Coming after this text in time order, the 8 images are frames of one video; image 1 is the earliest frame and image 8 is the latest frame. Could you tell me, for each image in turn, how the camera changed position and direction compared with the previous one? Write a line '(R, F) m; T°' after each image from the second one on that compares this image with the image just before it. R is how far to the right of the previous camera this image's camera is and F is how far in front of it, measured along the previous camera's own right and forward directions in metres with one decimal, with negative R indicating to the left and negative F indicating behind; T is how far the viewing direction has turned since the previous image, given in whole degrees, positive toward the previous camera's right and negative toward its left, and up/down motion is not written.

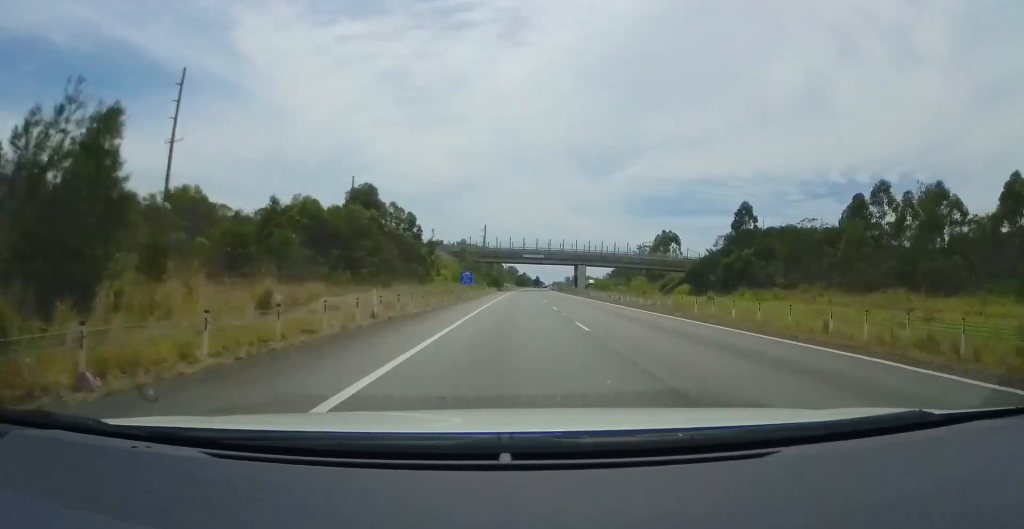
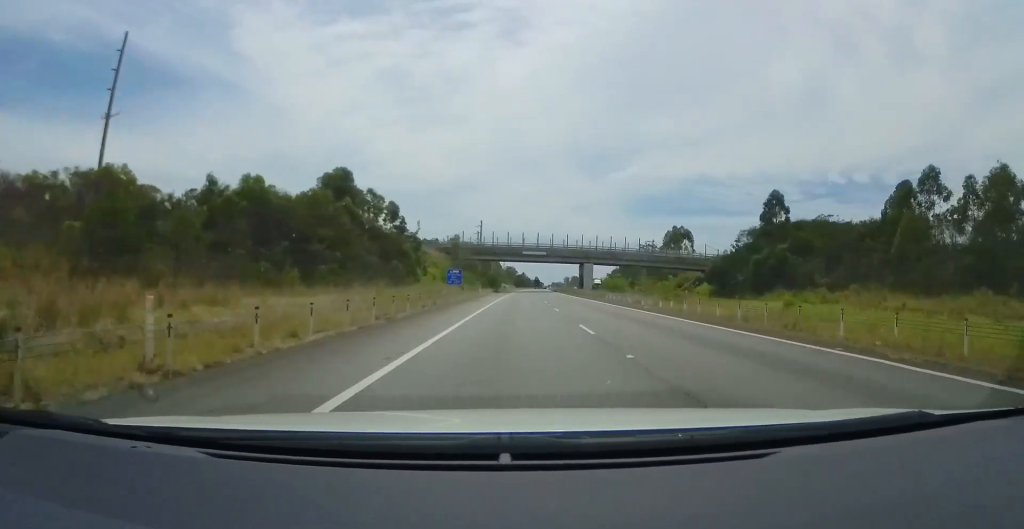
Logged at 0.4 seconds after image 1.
(+0.2, +13.0) m; 0°
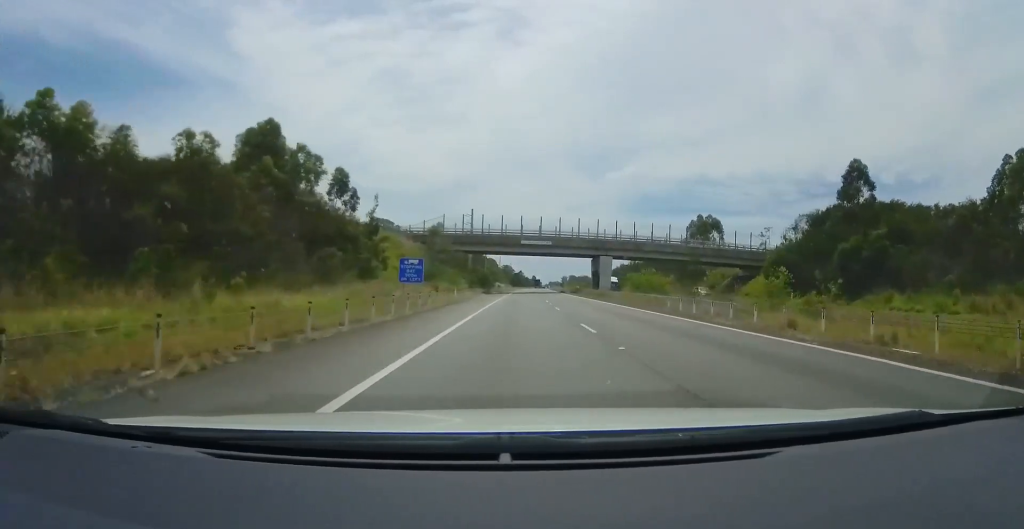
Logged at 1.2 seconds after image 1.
(-0.1, +23.6) m; +1°
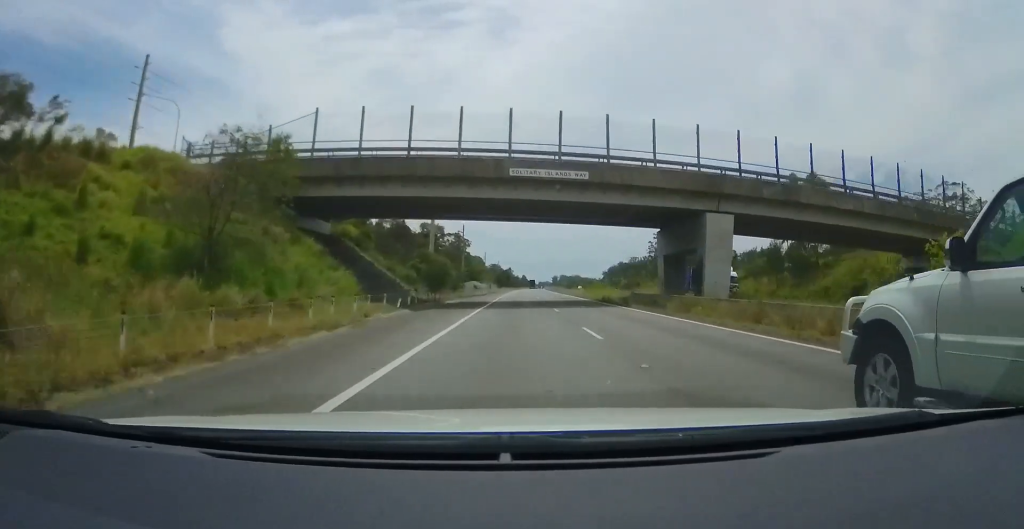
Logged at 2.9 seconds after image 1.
(+0.9, +49.7) m; +2°
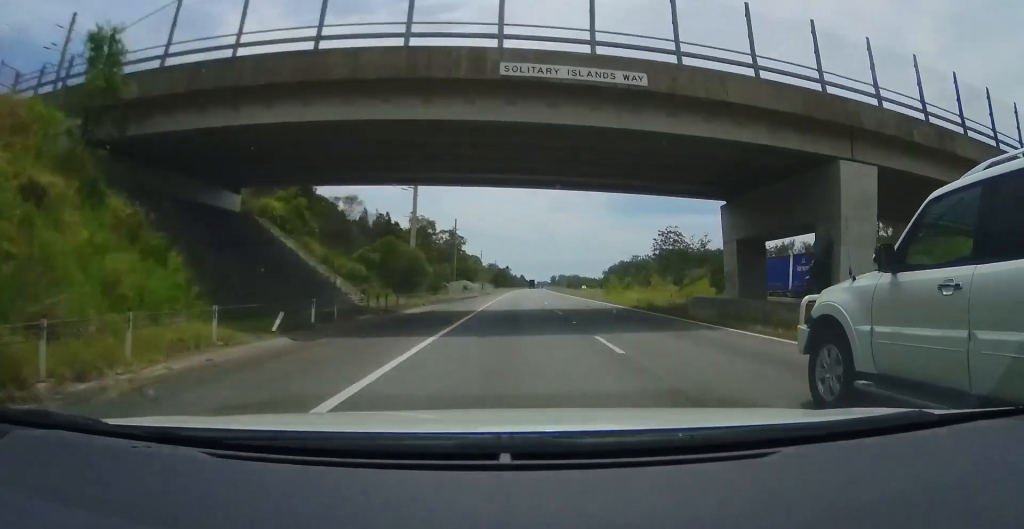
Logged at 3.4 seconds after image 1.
(+0.1, +14.2) m; 0°
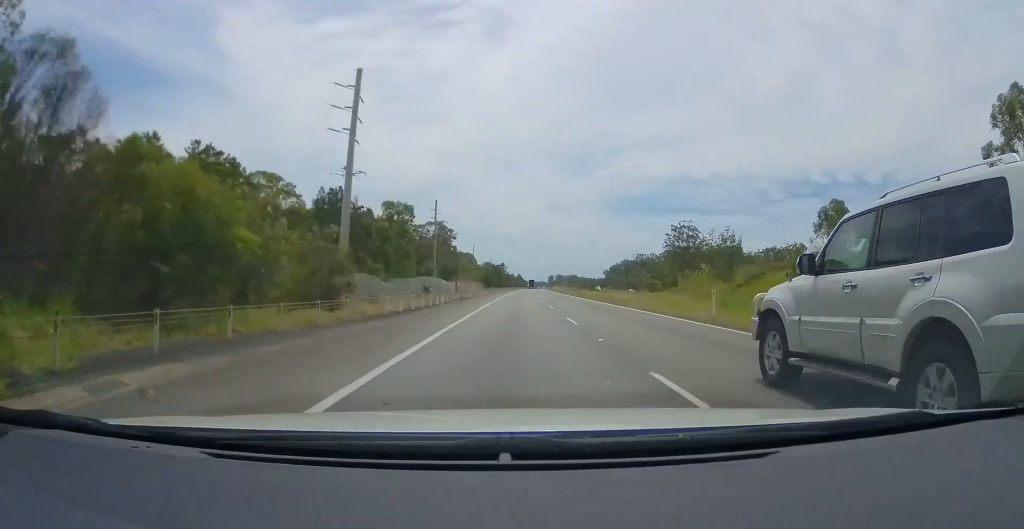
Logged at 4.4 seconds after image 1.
(-0.2, +29.6) m; -1°
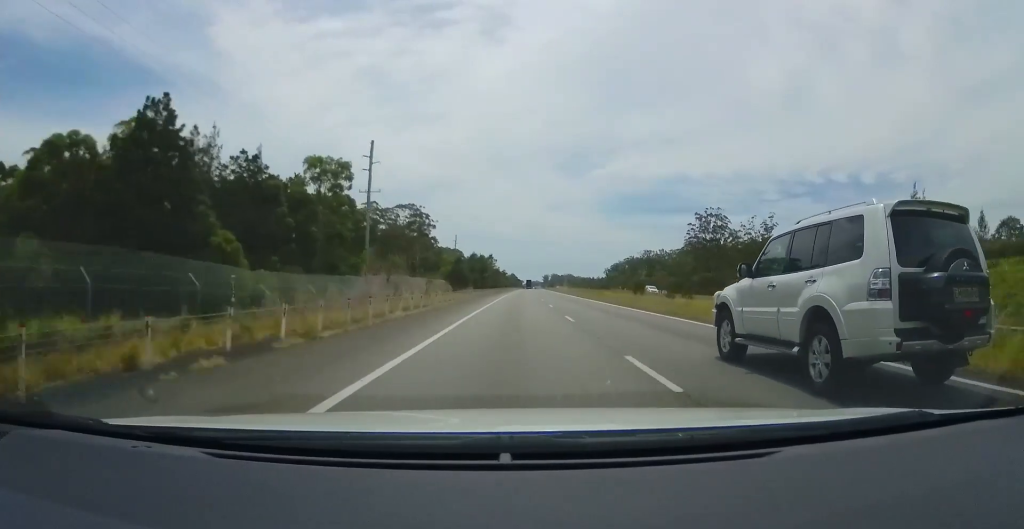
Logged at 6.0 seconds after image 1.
(+0.3, +46.5) m; +1°
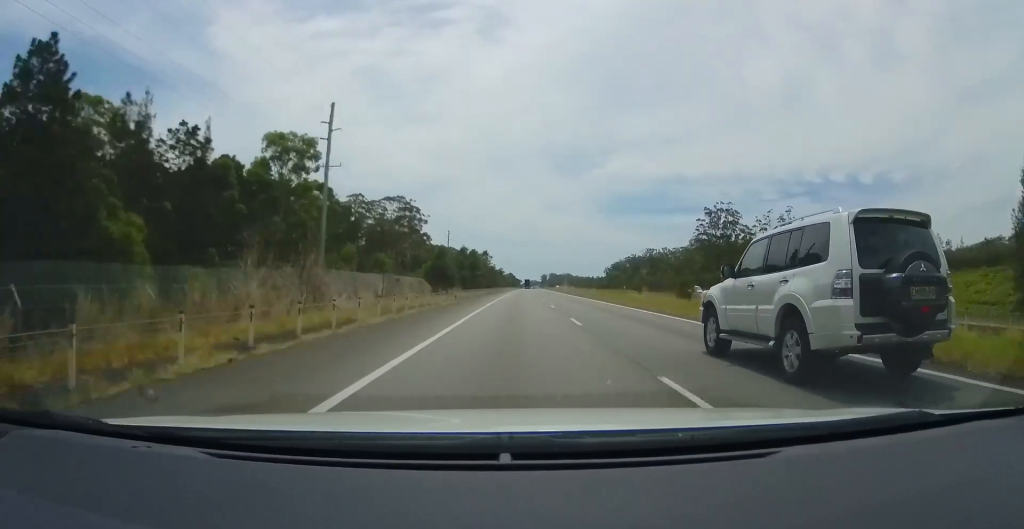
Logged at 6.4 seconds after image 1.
(+0.3, +13.1) m; 0°
